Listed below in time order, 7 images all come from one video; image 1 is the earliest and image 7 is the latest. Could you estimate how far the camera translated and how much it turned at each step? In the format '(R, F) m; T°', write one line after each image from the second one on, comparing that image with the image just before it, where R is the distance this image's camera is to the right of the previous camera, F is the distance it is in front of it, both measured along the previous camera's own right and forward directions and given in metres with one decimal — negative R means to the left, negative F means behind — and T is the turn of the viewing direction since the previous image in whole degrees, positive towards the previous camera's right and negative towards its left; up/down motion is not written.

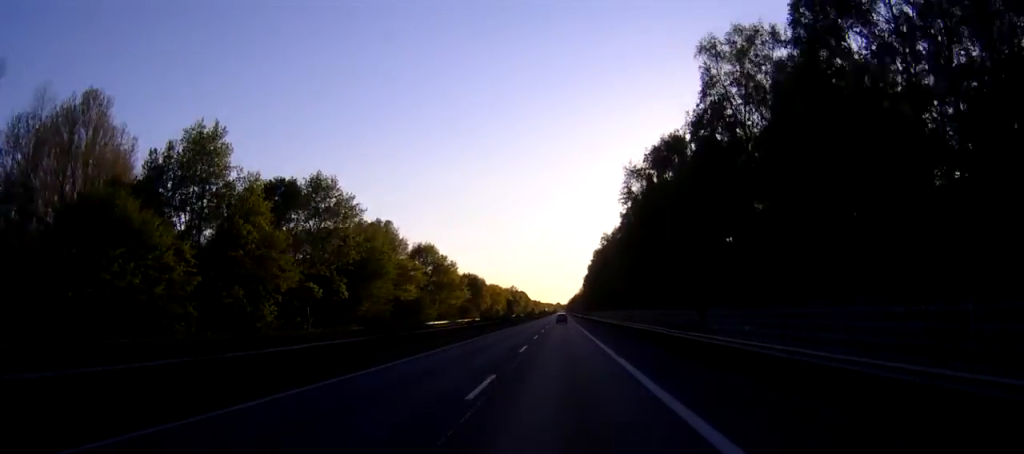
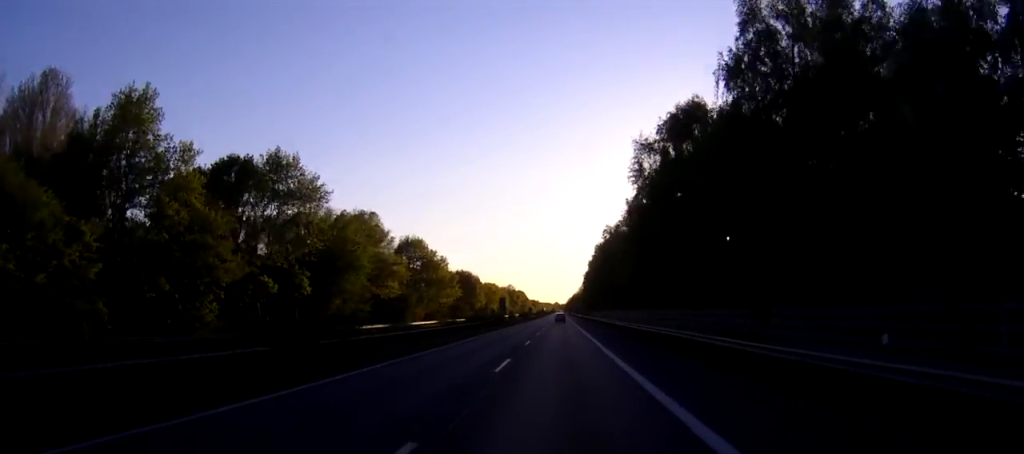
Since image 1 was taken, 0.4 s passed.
(+0.1, +11.0) m; 0°
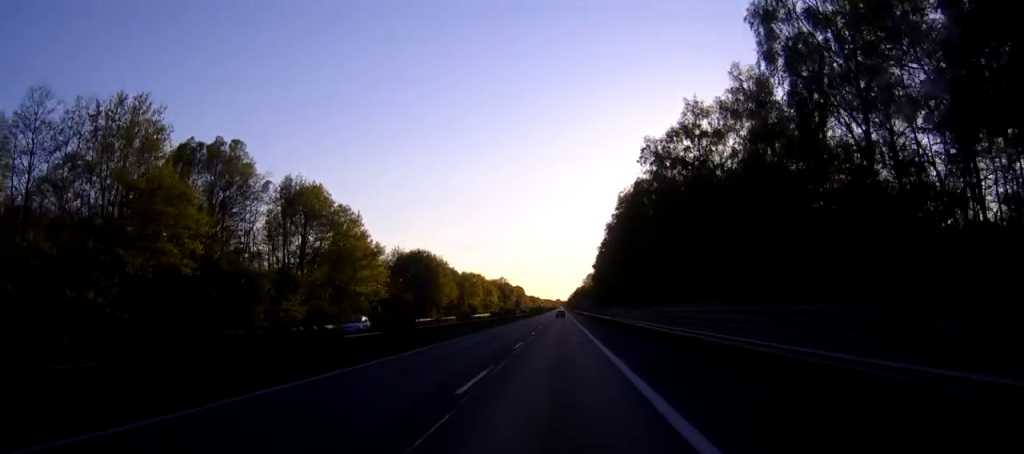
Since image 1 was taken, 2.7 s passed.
(-0.3, +59.6) m; 0°
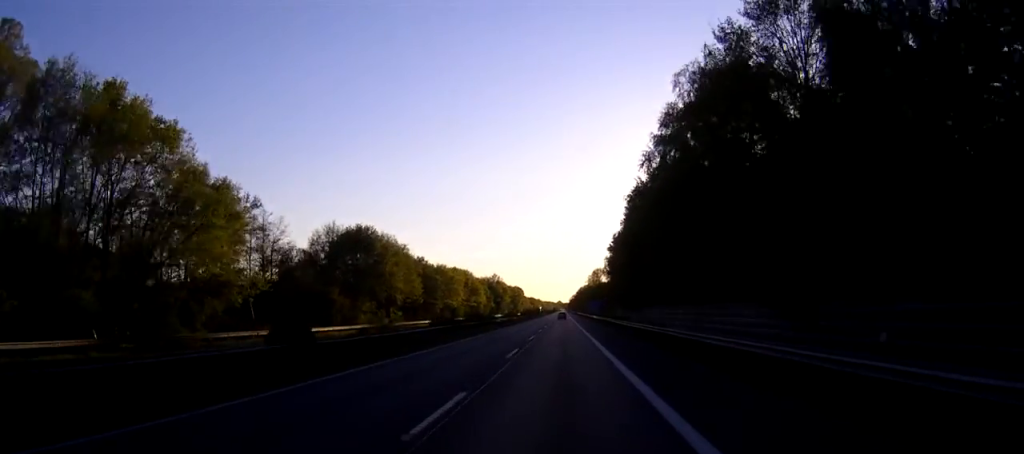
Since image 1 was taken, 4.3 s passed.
(0.0, +41.1) m; 0°
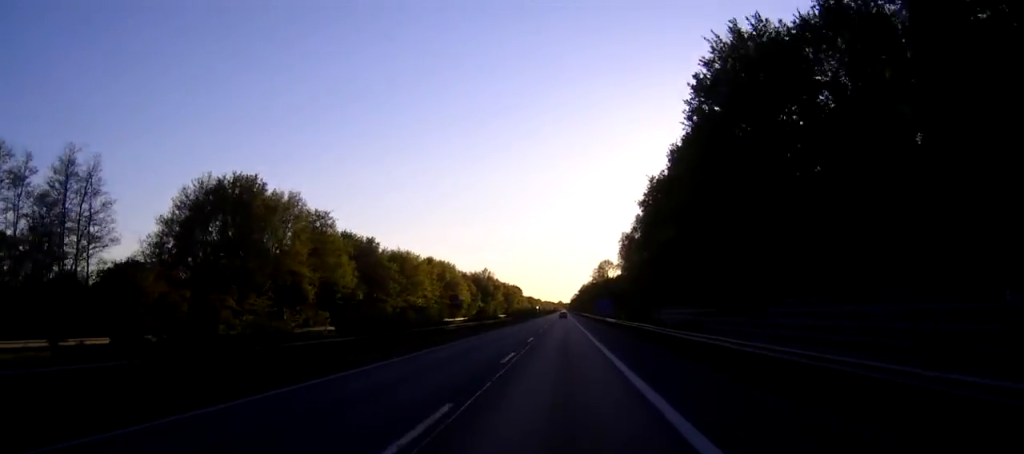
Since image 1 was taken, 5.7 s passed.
(0.0, +37.7) m; 0°
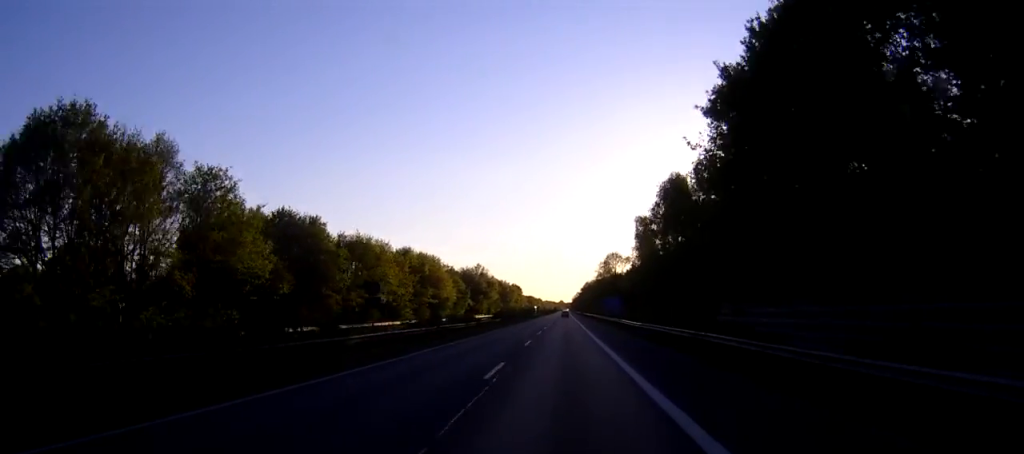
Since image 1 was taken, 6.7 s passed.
(+0.1, +24.5) m; 0°
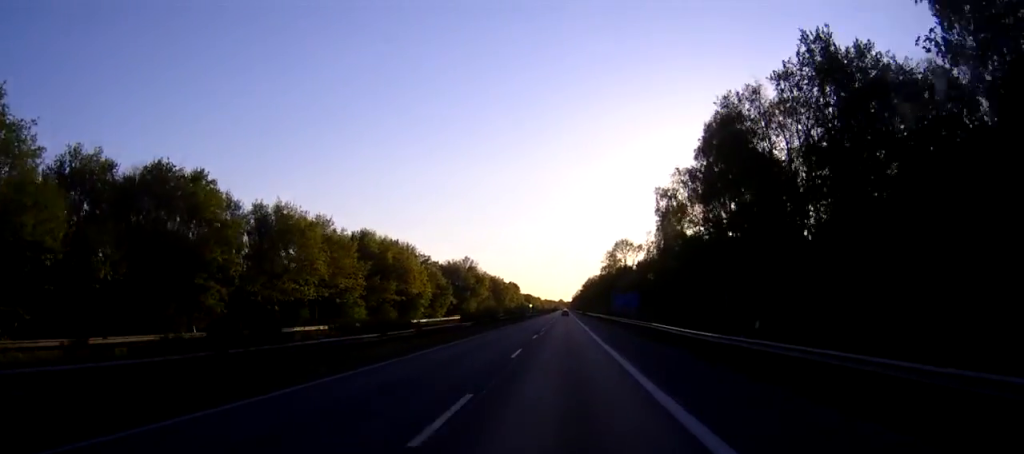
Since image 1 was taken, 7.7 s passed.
(0.0, +27.2) m; 0°
